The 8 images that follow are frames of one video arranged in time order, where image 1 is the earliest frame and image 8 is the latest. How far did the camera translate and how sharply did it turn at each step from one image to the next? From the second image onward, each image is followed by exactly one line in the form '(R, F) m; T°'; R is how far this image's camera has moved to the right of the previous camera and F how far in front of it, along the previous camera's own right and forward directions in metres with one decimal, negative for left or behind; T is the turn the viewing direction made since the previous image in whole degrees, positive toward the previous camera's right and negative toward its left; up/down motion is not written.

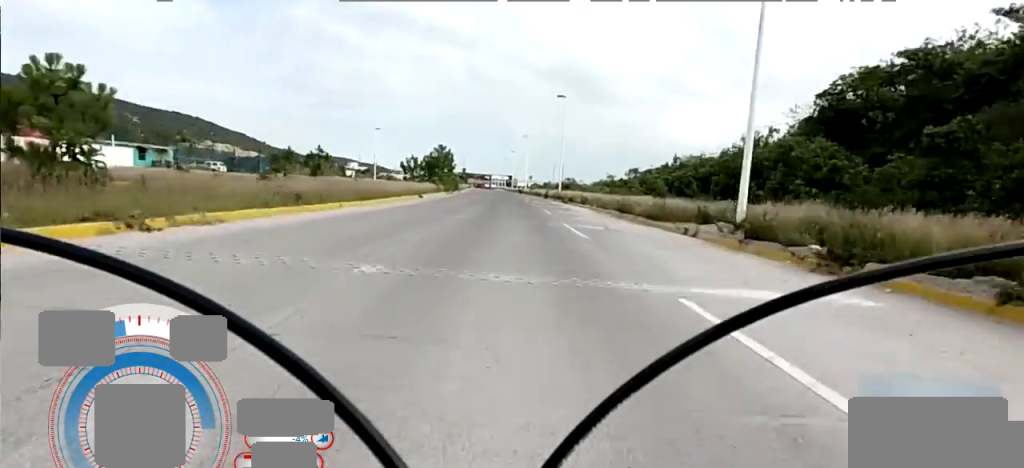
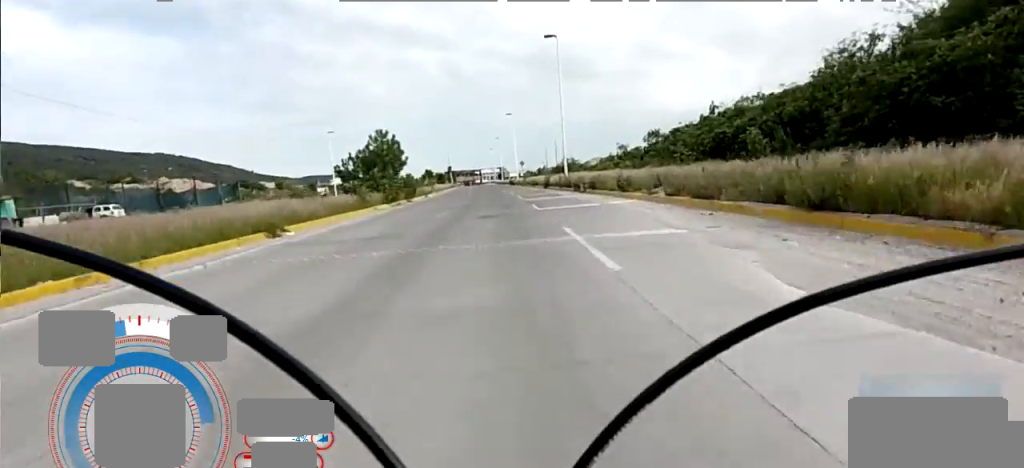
(-0.3, +16.6) m; -2°
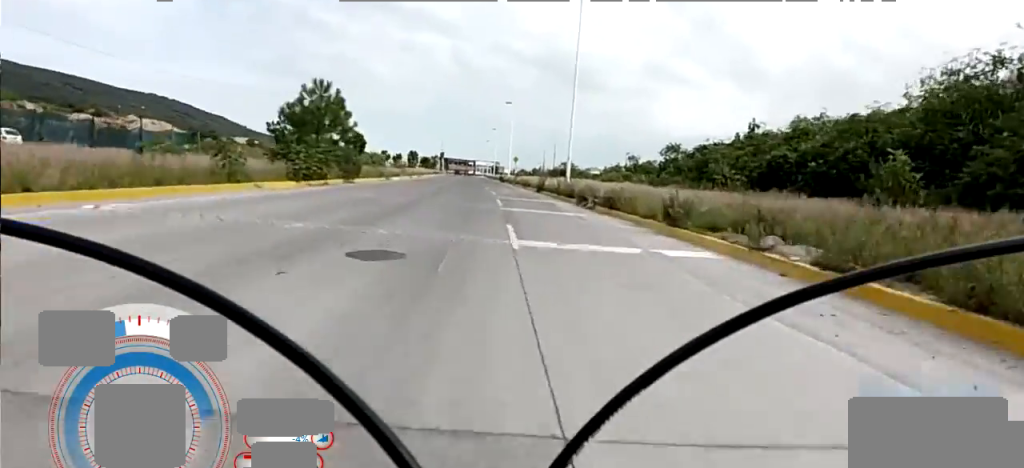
(-0.1, +9.2) m; 0°
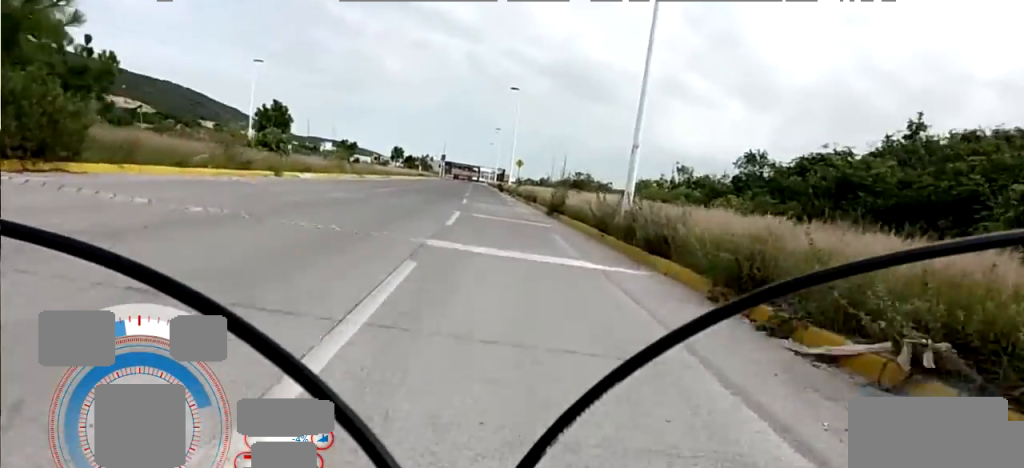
(0.0, +16.2) m; 0°
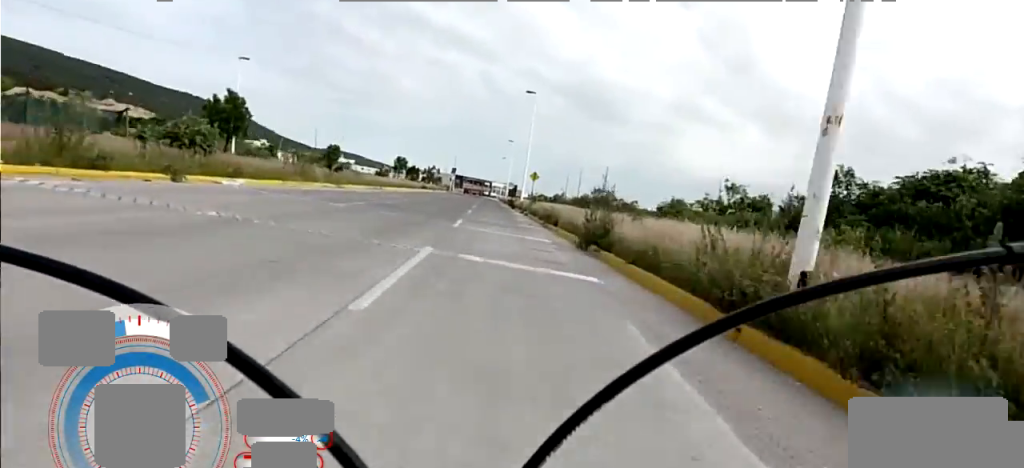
(0.0, +6.7) m; 0°
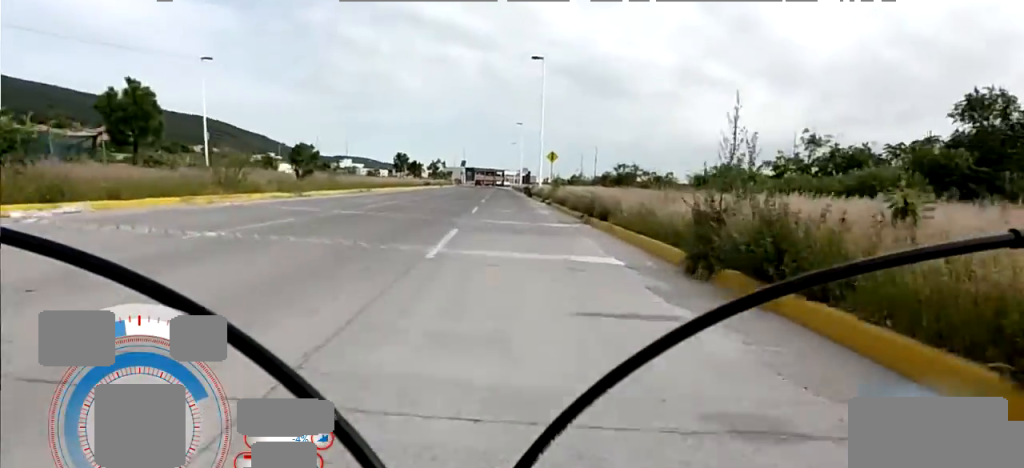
(0.0, +7.0) m; 0°
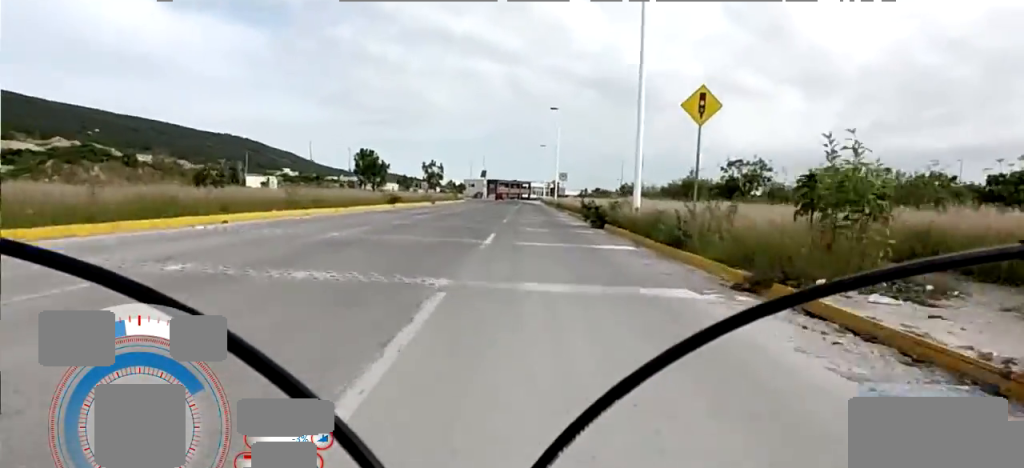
(0.0, +24.8) m; 0°
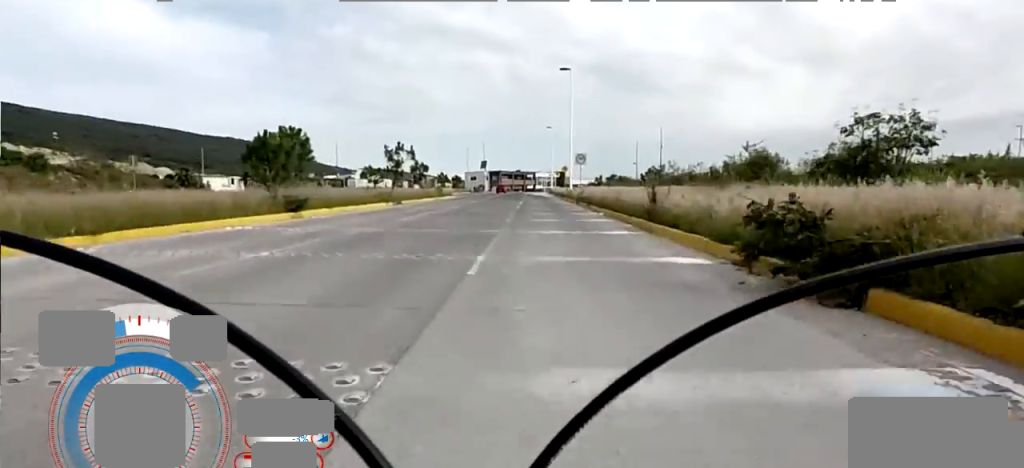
(0.0, +13.3) m; 0°
